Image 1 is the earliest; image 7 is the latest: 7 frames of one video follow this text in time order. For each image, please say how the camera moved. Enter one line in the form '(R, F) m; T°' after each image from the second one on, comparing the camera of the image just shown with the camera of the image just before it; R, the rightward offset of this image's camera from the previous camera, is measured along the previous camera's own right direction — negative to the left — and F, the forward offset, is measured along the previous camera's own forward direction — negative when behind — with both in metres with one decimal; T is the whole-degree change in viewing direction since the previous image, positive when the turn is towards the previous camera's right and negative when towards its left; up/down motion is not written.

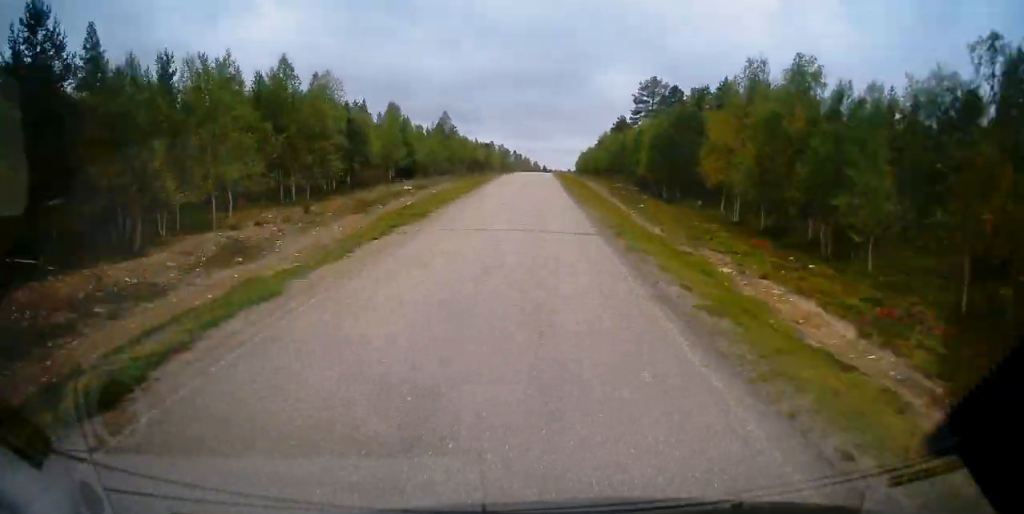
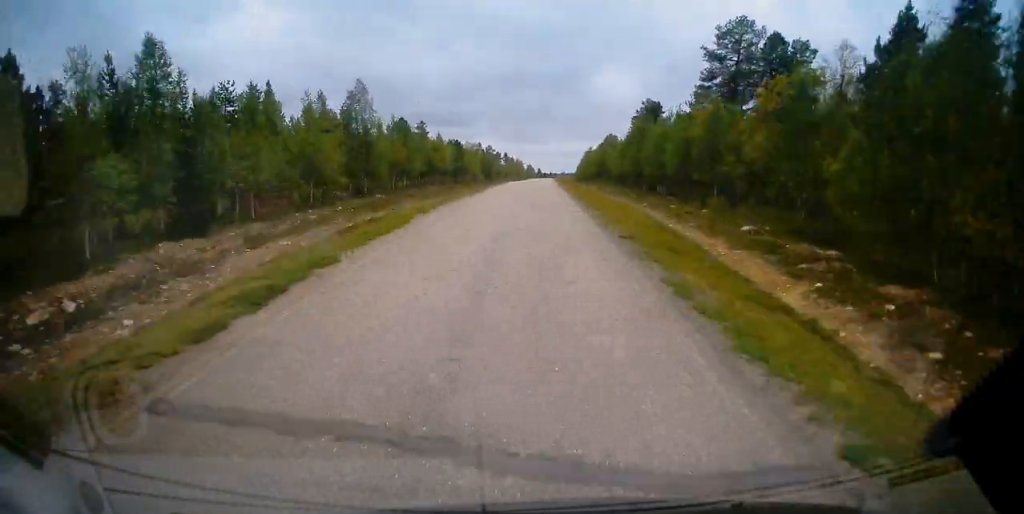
(+0.1, +39.3) m; 0°
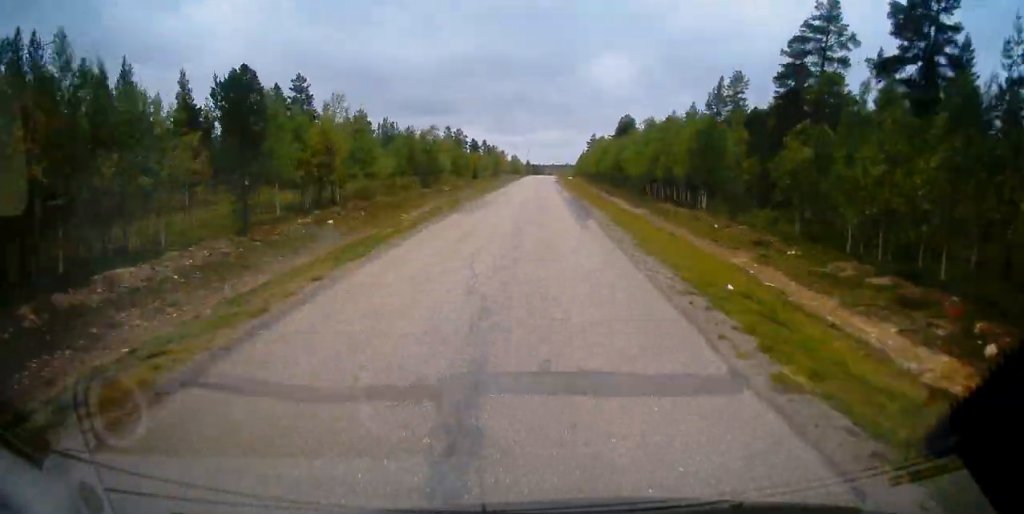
(+0.5, +65.1) m; +1°
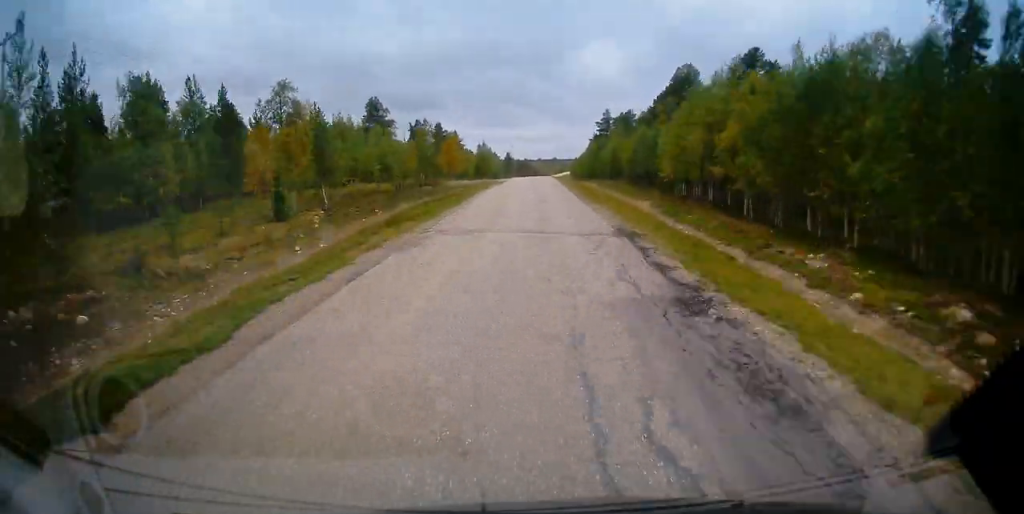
(+1.2, +77.4) m; +1°
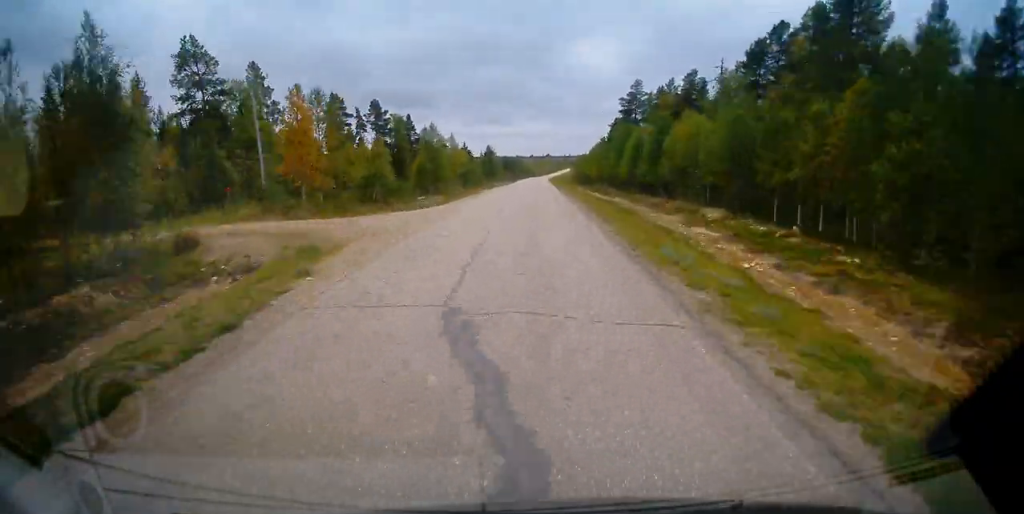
(+0.4, +52.1) m; +1°
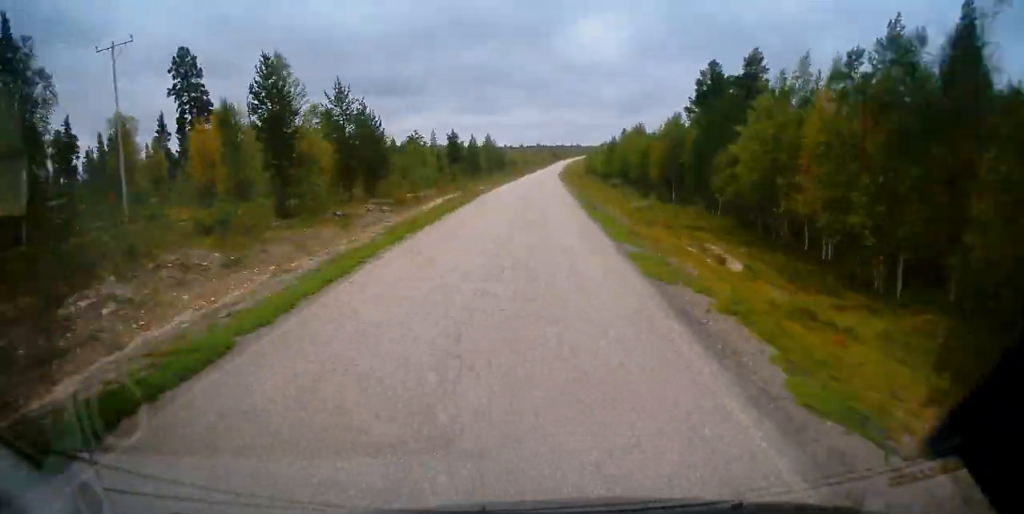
(+1.0, +109.2) m; +1°
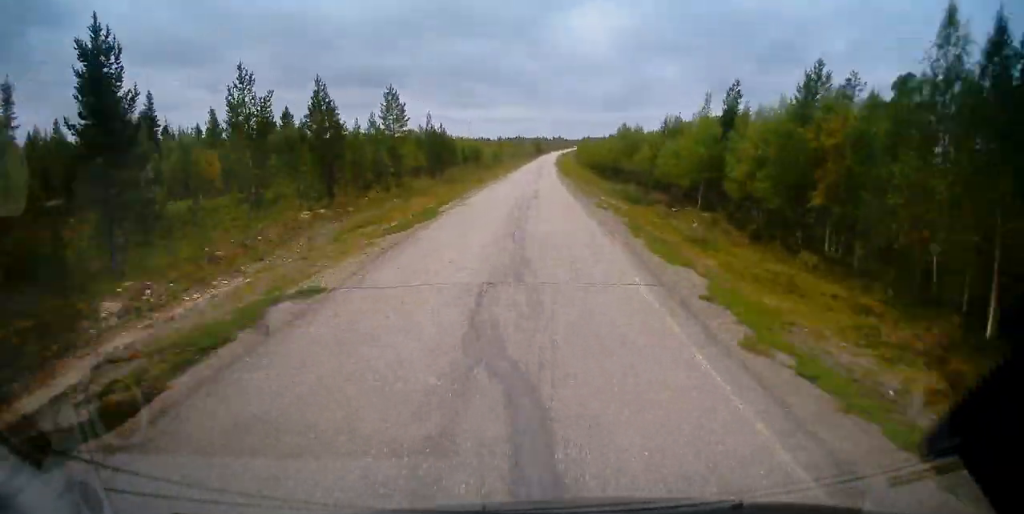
(+0.8, +70.9) m; +1°
